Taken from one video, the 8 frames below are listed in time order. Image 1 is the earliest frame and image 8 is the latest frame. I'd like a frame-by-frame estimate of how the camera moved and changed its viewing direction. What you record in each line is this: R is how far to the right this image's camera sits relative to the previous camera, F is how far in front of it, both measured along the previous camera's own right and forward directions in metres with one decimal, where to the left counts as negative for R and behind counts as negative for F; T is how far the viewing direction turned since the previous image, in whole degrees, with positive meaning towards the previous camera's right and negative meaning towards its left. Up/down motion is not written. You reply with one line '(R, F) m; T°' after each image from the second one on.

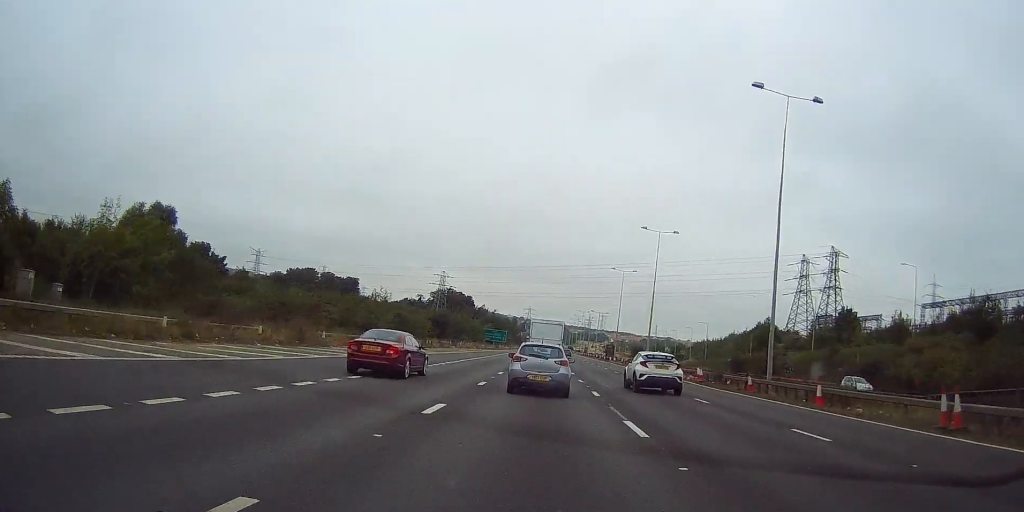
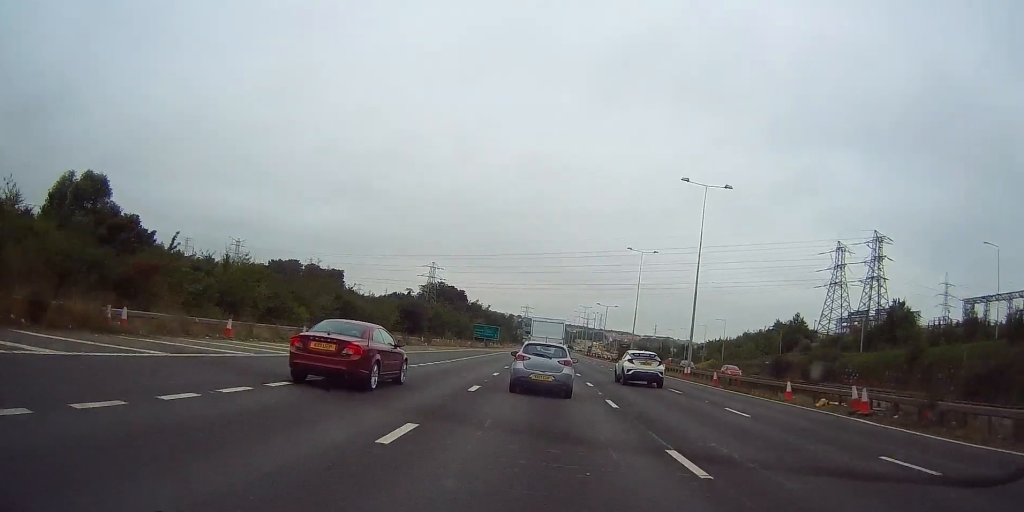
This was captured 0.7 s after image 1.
(-0.1, +21.4) m; 0°
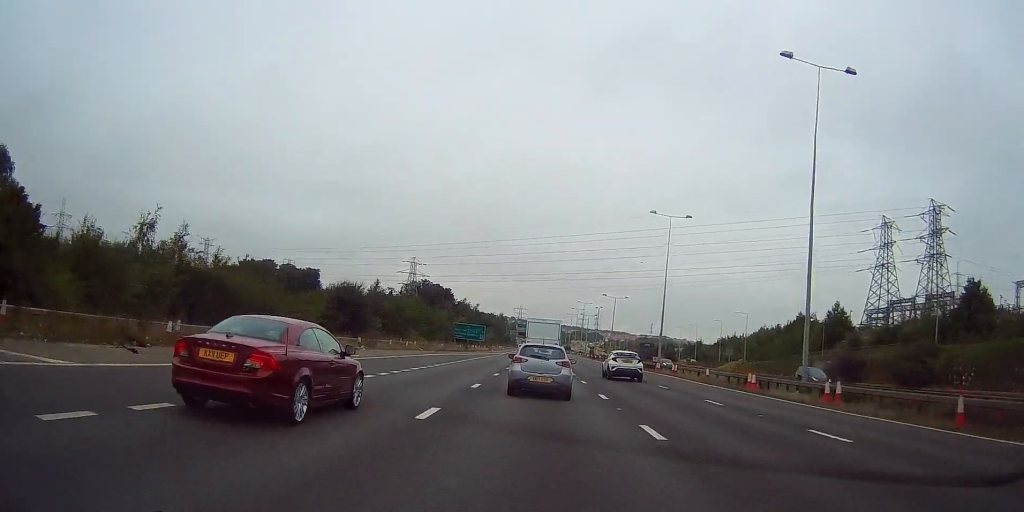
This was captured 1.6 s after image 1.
(0.0, +24.1) m; 0°
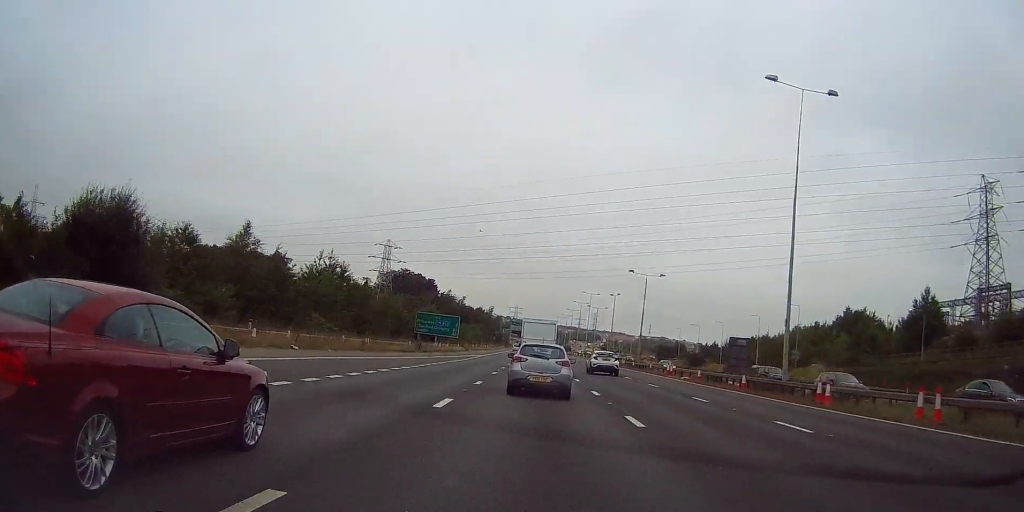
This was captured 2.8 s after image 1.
(+0.4, +34.2) m; +2°
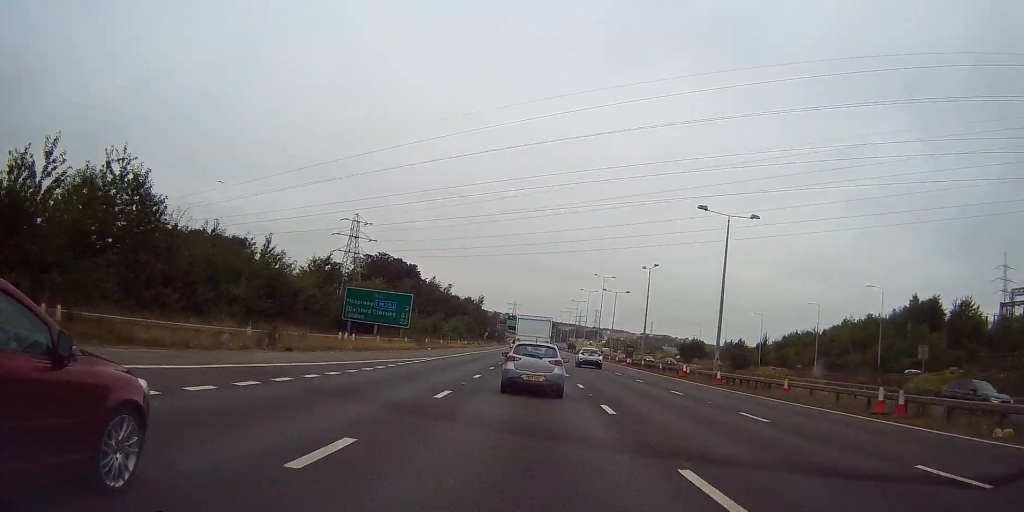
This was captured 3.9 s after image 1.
(+0.2, +33.2) m; -1°
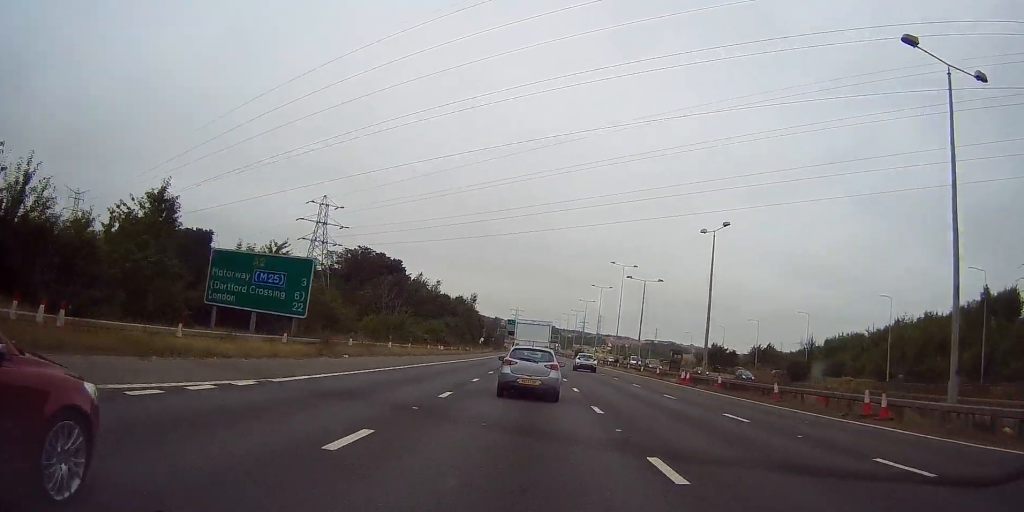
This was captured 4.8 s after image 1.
(-0.3, +25.7) m; -1°
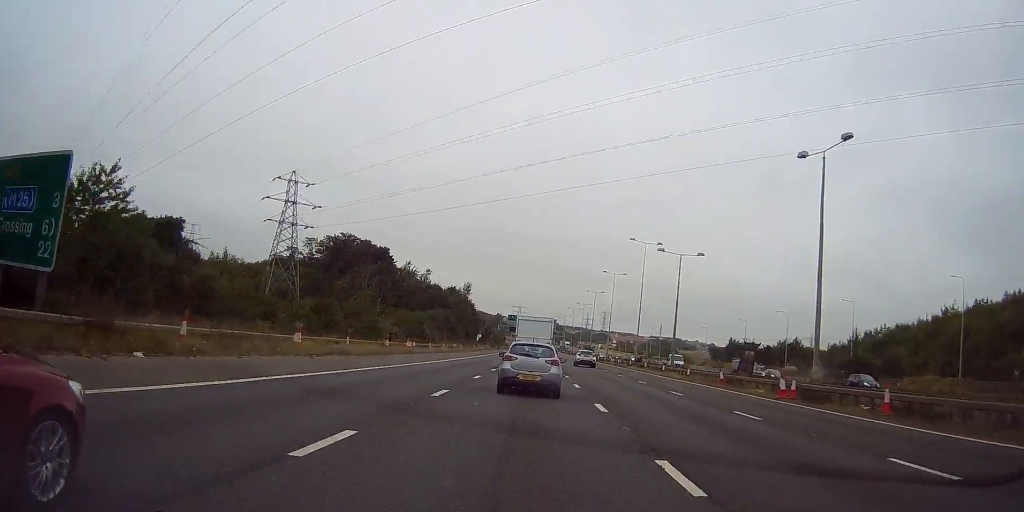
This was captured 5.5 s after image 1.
(-0.1, +18.1) m; 0°
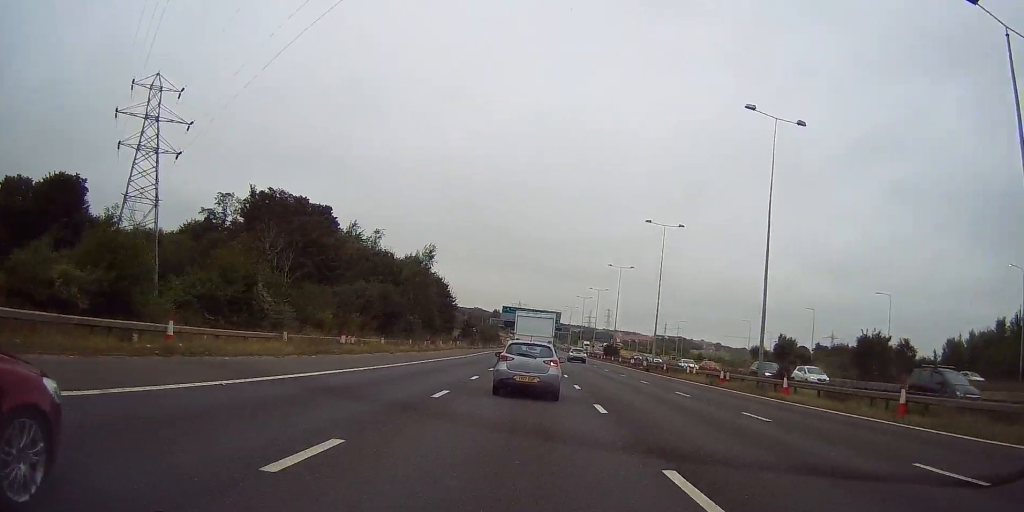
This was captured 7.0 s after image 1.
(+0.2, +44.6) m; 0°
